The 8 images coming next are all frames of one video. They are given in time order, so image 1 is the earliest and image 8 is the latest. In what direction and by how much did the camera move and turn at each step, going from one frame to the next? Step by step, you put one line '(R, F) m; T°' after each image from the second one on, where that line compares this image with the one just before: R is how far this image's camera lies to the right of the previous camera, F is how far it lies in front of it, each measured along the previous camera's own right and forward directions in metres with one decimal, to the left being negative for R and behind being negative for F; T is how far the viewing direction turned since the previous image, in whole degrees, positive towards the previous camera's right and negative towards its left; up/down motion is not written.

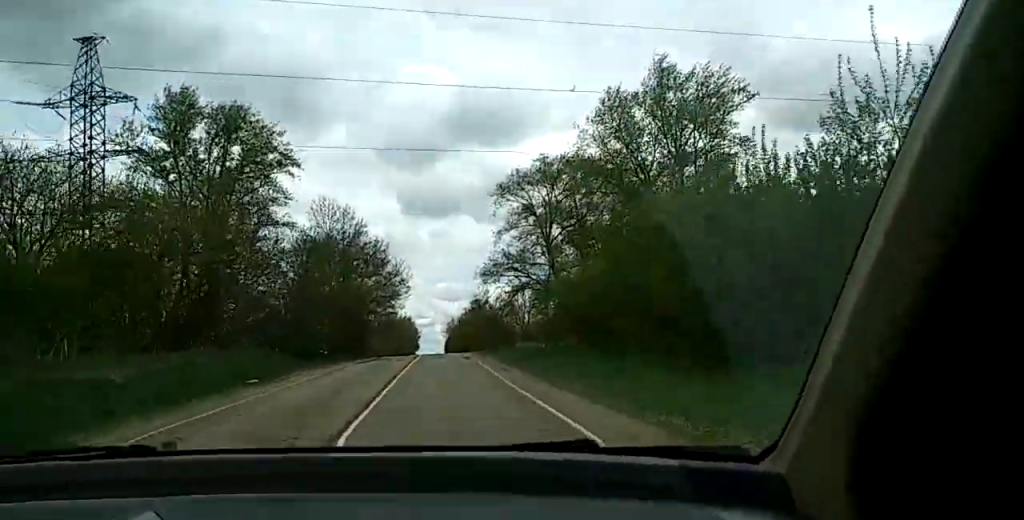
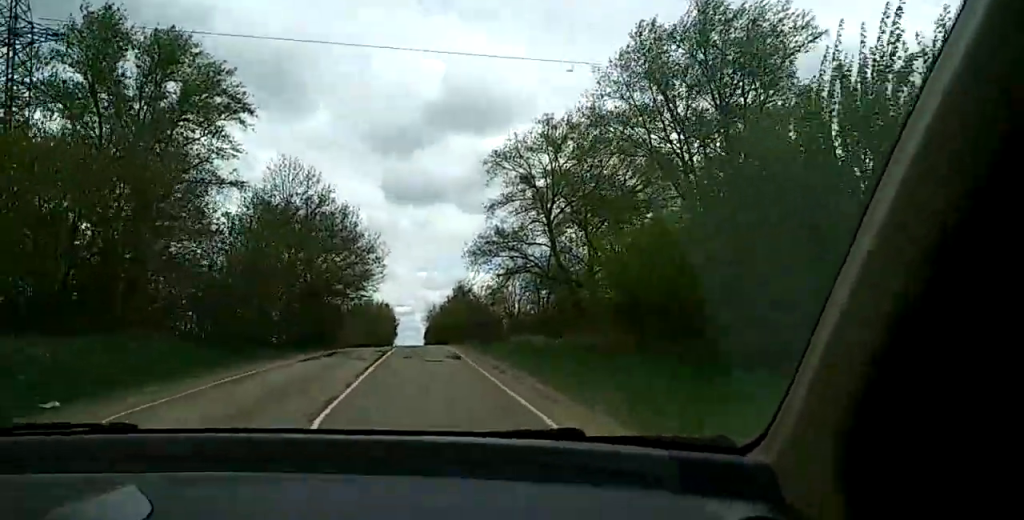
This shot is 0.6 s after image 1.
(-0.1, +12.7) m; -1°
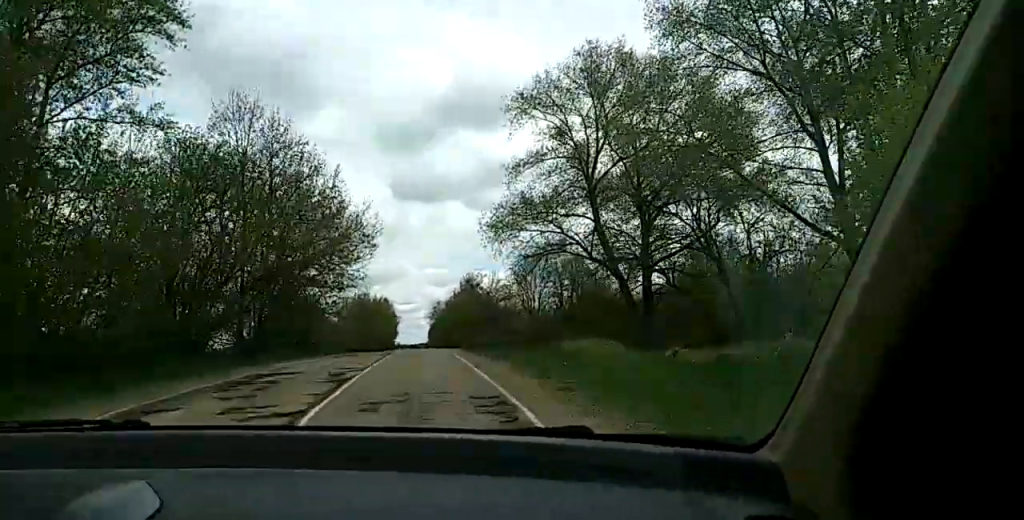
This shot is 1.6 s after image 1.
(-0.2, +17.0) m; -1°
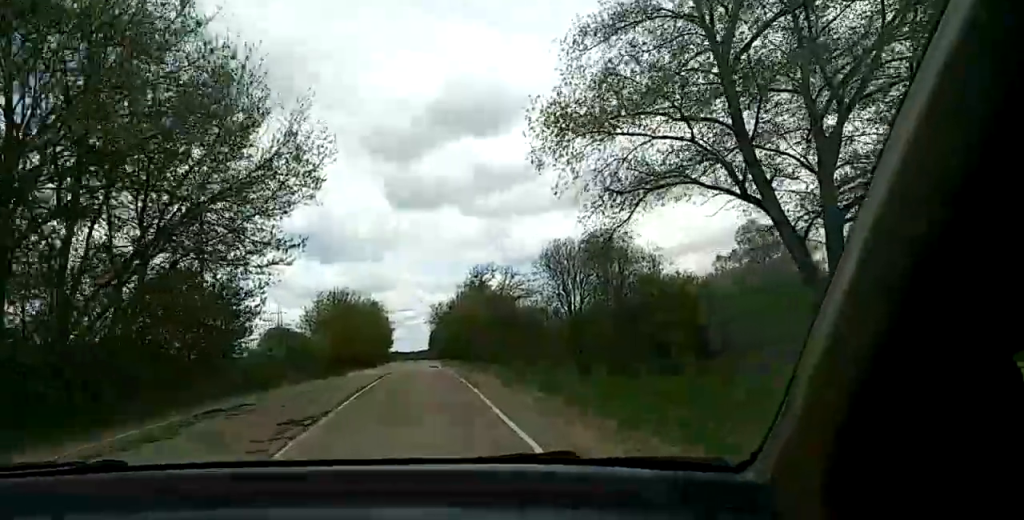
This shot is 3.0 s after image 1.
(0.0, +25.4) m; 0°
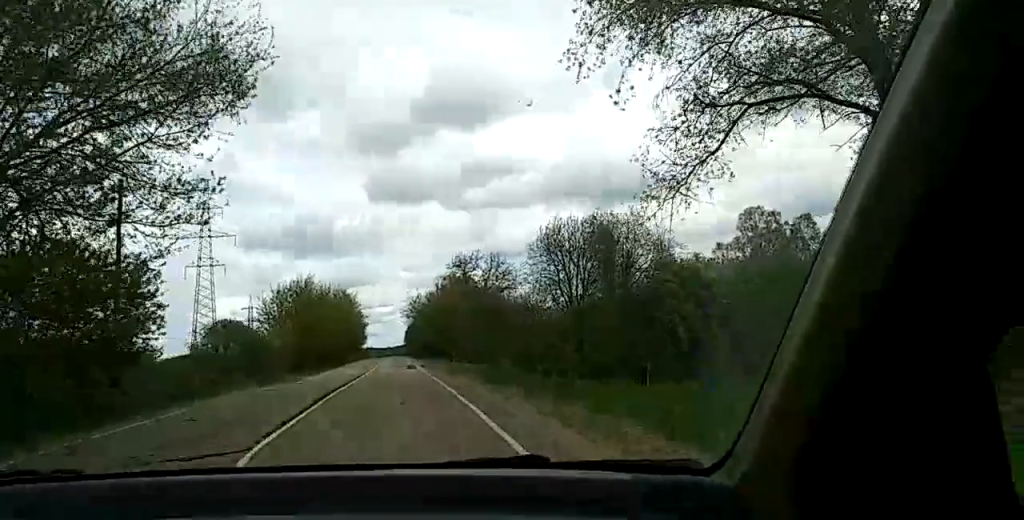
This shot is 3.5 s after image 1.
(0.0, +9.7) m; 0°
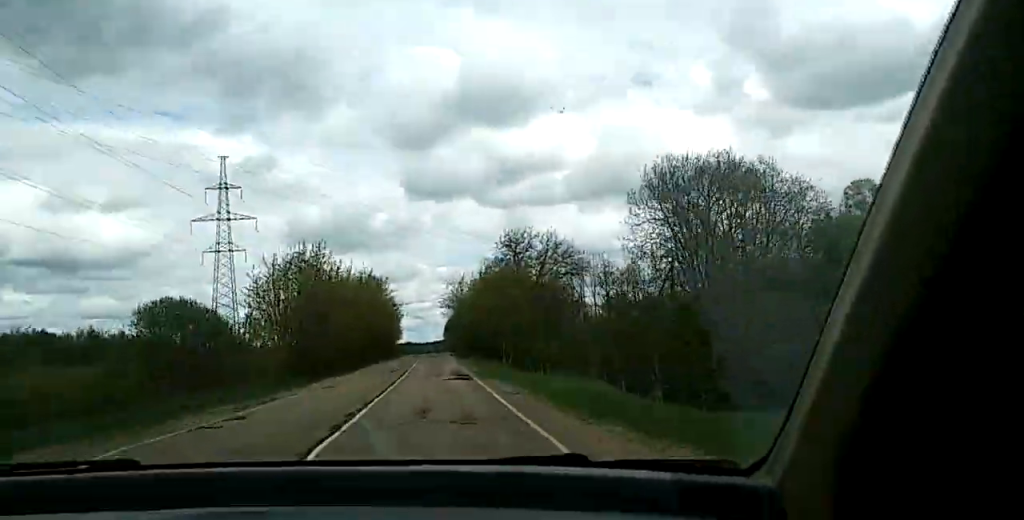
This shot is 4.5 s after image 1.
(+0.1, +20.2) m; +1°
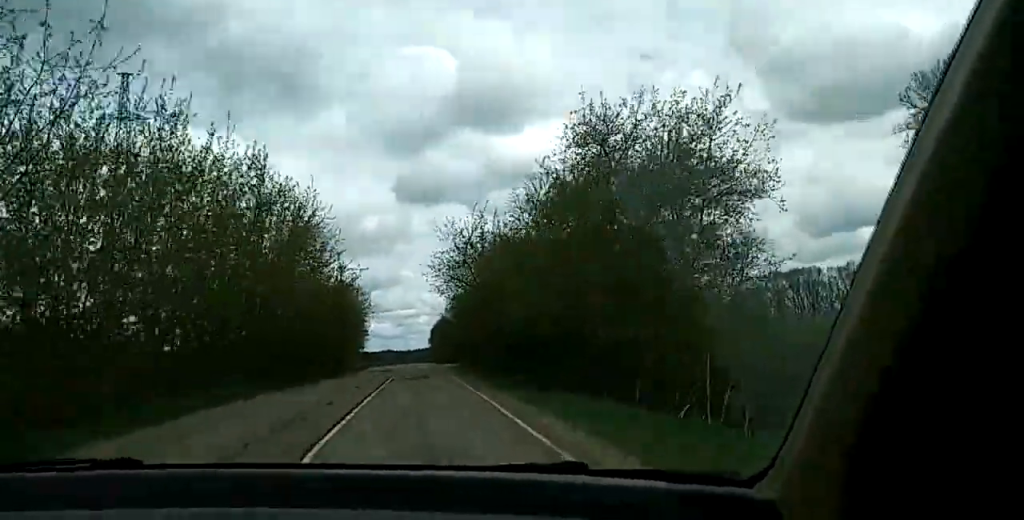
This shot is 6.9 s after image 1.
(+1.5, +43.3) m; +3°
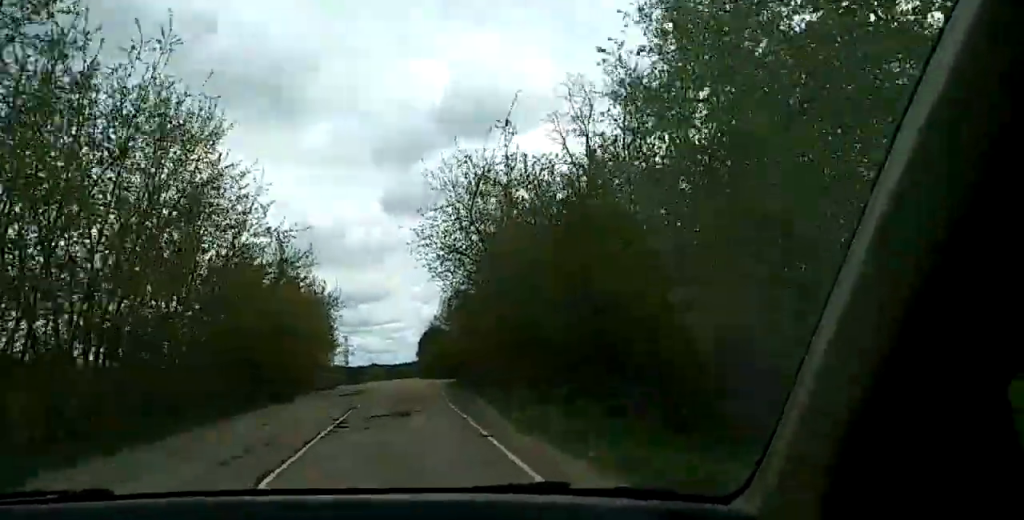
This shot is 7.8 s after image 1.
(0.0, +16.0) m; 0°
